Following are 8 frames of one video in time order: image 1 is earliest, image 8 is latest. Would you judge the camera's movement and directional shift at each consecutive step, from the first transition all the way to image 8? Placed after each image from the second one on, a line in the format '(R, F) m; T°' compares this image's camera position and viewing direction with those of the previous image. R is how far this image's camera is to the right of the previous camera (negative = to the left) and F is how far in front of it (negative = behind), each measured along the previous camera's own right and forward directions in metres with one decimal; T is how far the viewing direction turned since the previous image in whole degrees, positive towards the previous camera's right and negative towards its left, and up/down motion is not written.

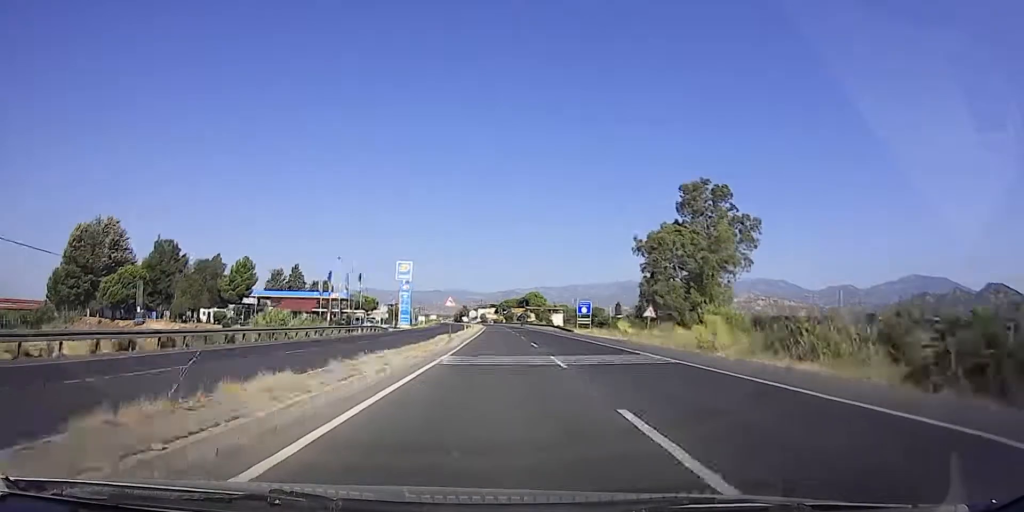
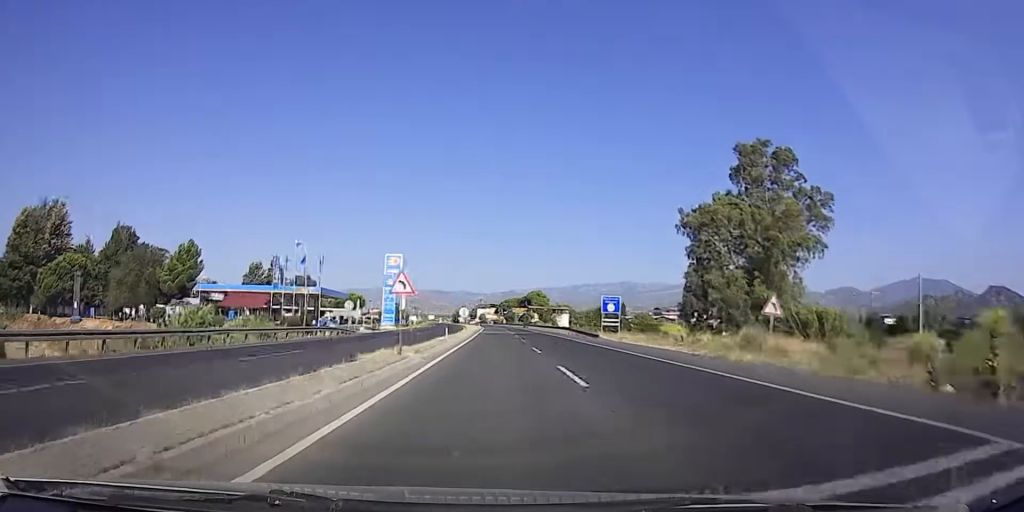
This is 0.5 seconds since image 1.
(0.0, +15.8) m; 0°
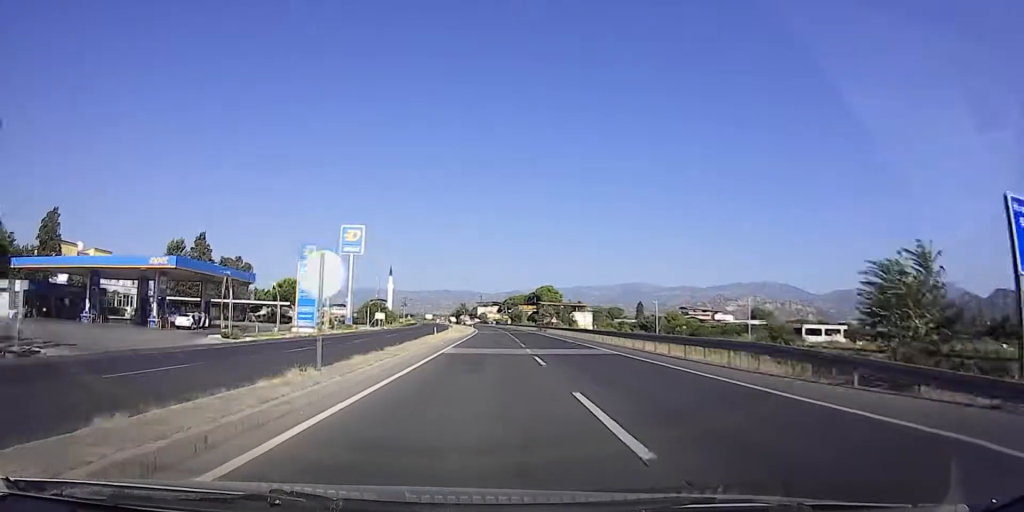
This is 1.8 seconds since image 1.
(0.0, +42.2) m; 0°
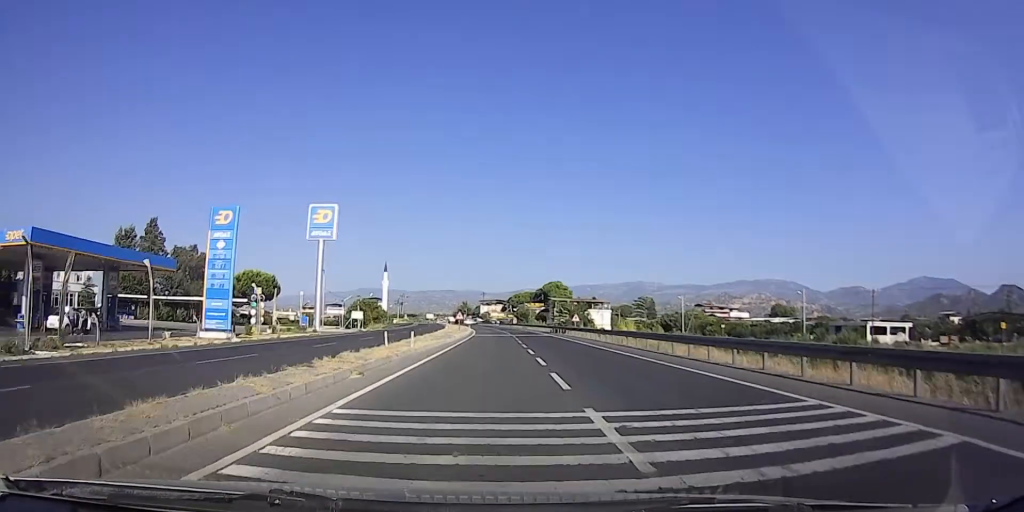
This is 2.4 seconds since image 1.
(0.0, +18.8) m; 0°
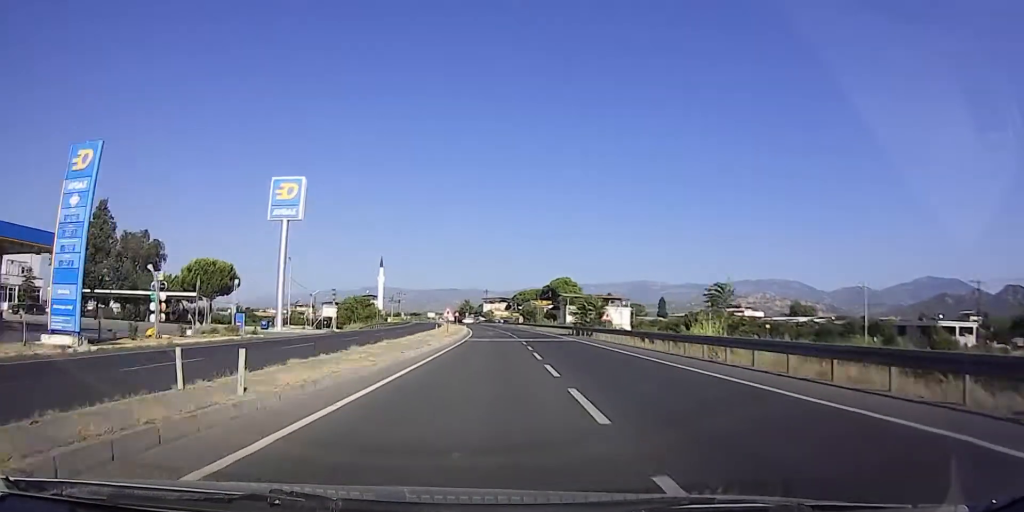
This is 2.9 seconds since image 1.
(0.0, +15.6) m; 0°
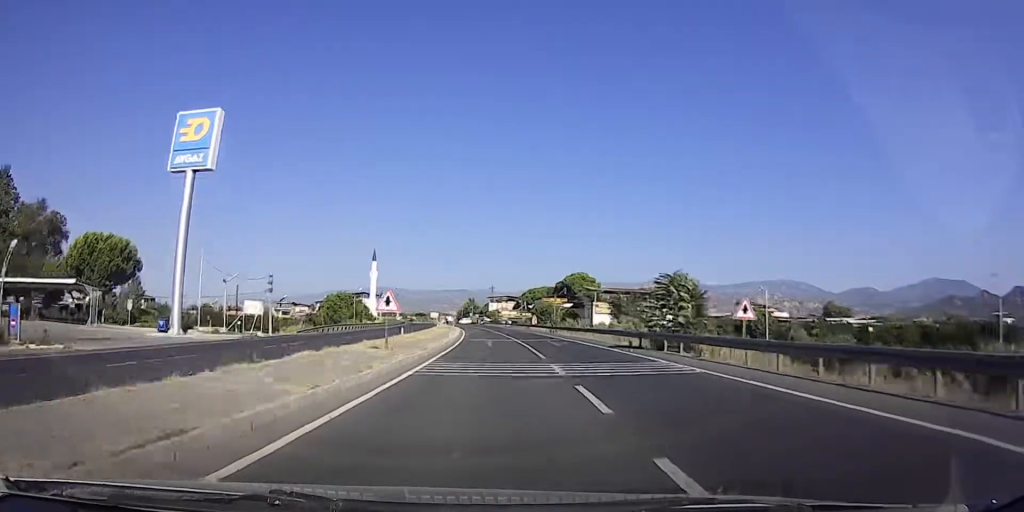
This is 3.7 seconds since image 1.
(-0.1, +23.7) m; 0°
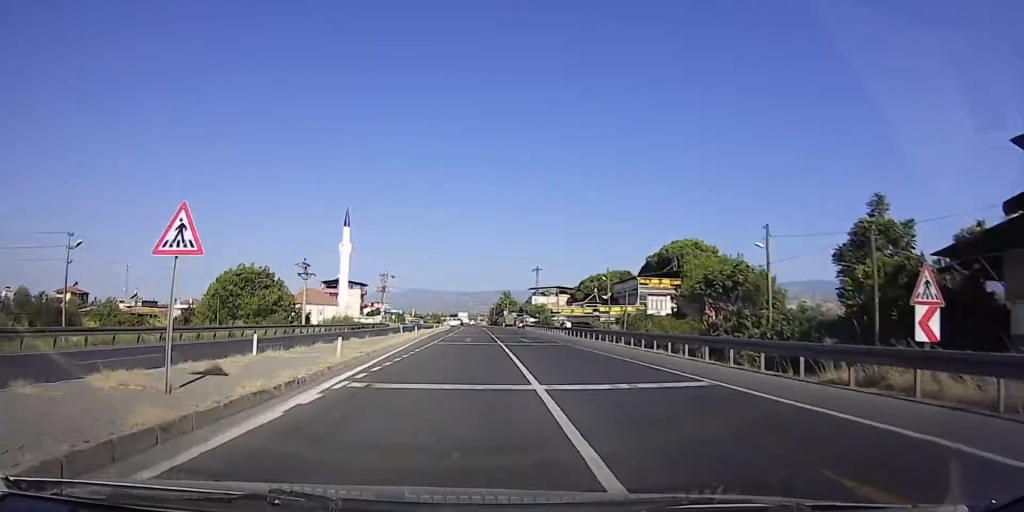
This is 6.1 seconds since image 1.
(-1.0, +79.5) m; -4°
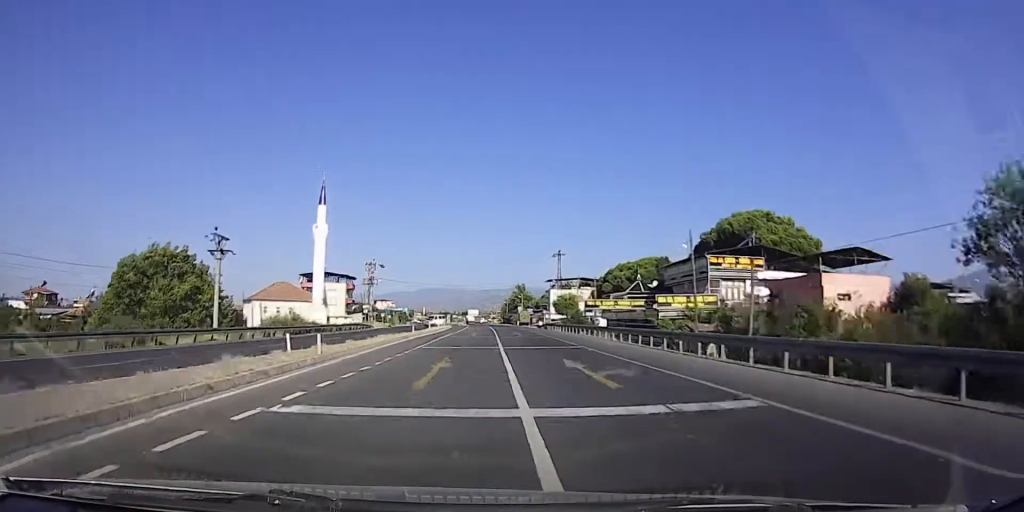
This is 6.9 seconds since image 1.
(-1.1, +24.4) m; -3°
